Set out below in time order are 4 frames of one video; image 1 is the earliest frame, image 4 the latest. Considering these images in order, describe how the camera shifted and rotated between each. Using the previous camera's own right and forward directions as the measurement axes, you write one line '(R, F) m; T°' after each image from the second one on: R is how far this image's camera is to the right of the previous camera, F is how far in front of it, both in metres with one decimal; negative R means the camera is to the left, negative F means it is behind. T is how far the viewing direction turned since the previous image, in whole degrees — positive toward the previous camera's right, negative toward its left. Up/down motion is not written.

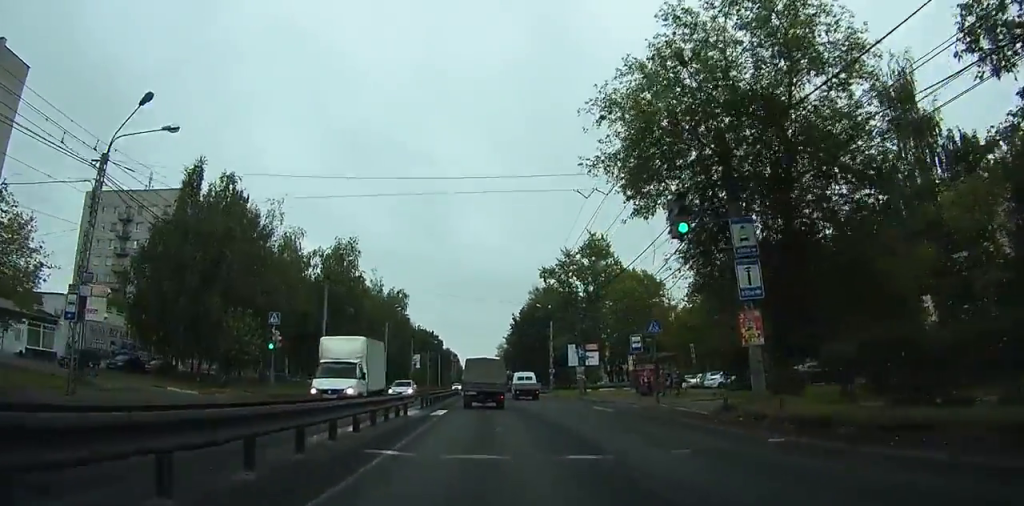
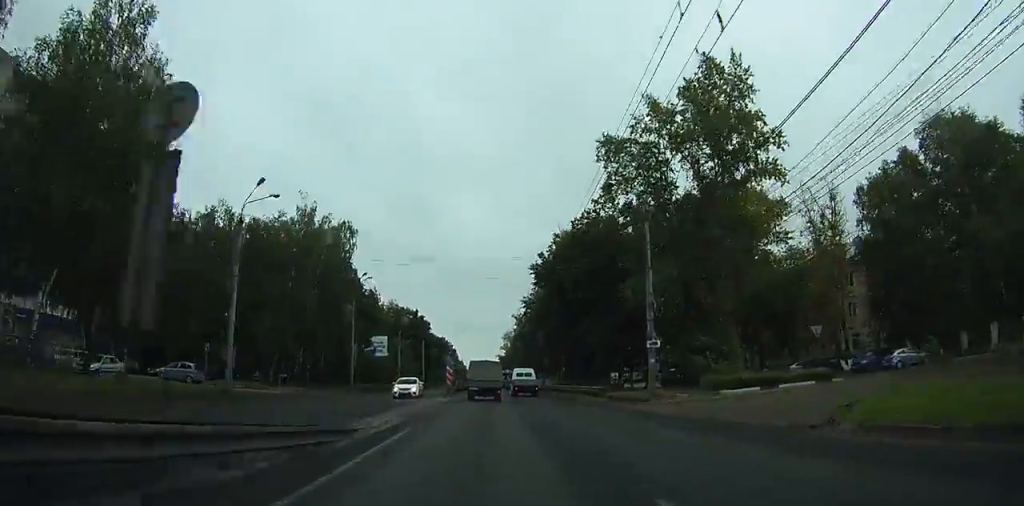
(0.0, +40.9) m; -2°
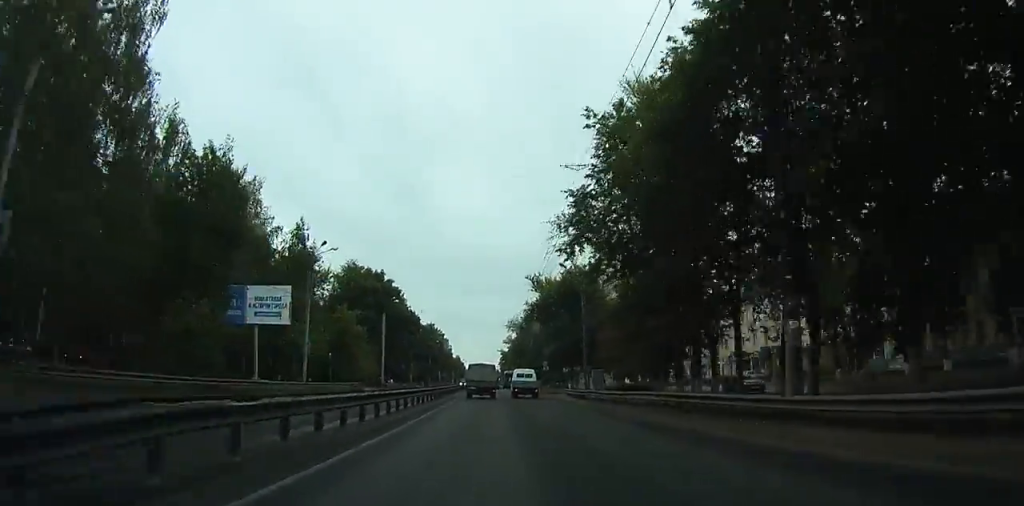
(-0.6, +44.7) m; 0°
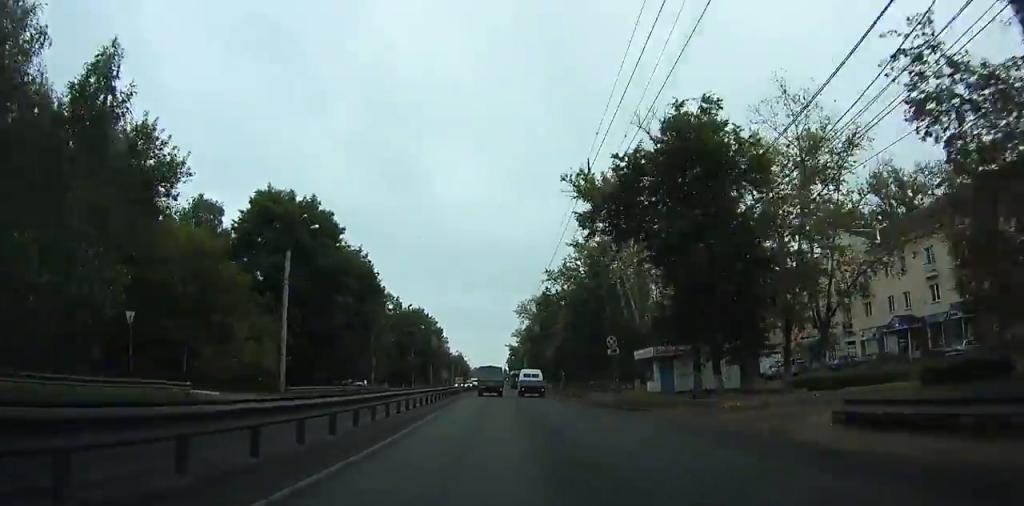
(0.0, +39.7) m; 0°
